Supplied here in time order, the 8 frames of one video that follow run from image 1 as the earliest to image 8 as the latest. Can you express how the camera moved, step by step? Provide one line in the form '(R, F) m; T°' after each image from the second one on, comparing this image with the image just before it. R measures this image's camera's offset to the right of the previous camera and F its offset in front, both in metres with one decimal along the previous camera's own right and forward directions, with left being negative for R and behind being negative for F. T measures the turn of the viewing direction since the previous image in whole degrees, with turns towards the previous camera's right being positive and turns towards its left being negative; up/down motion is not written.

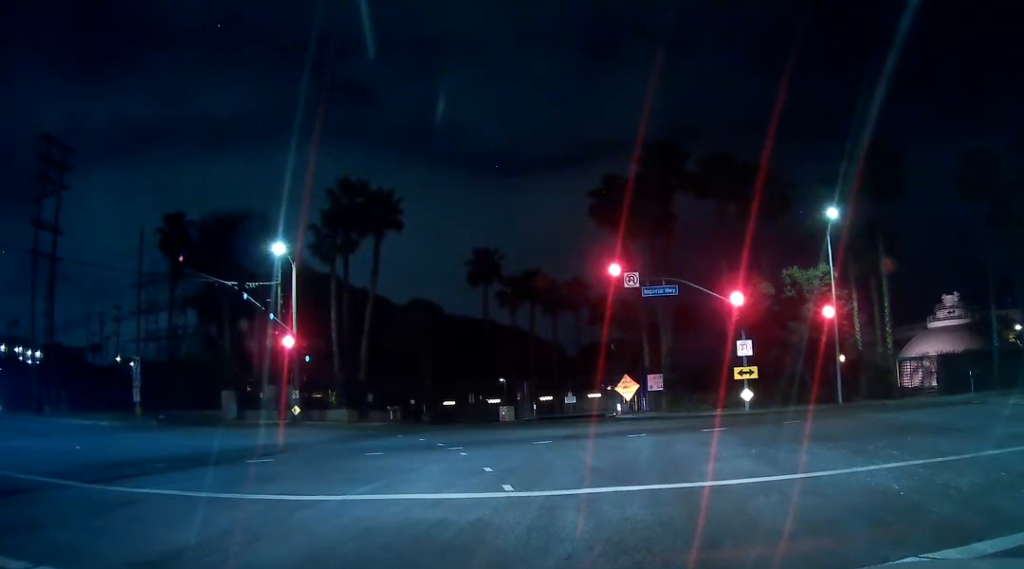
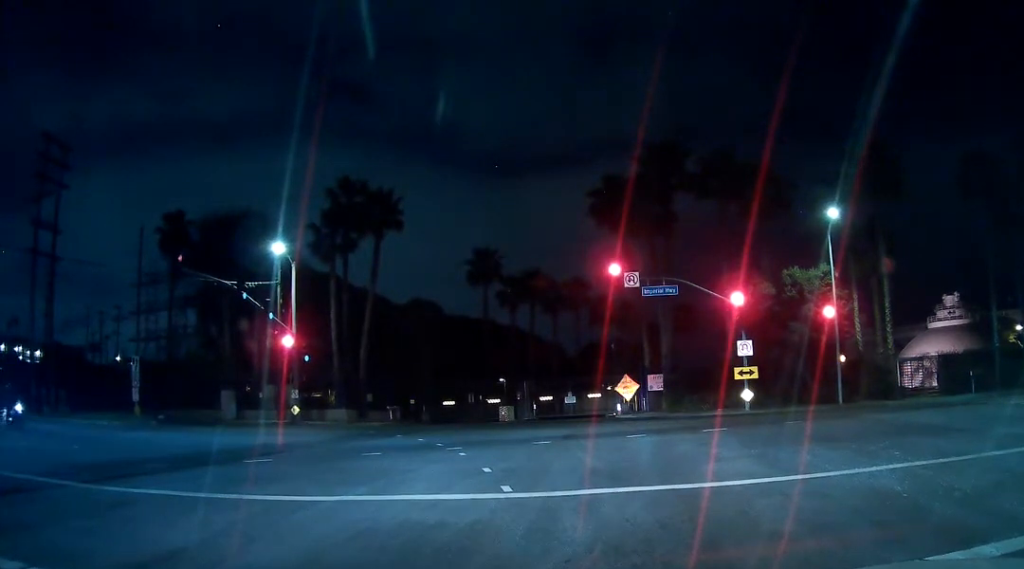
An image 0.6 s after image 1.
(0.0, 0.0) m; 0°
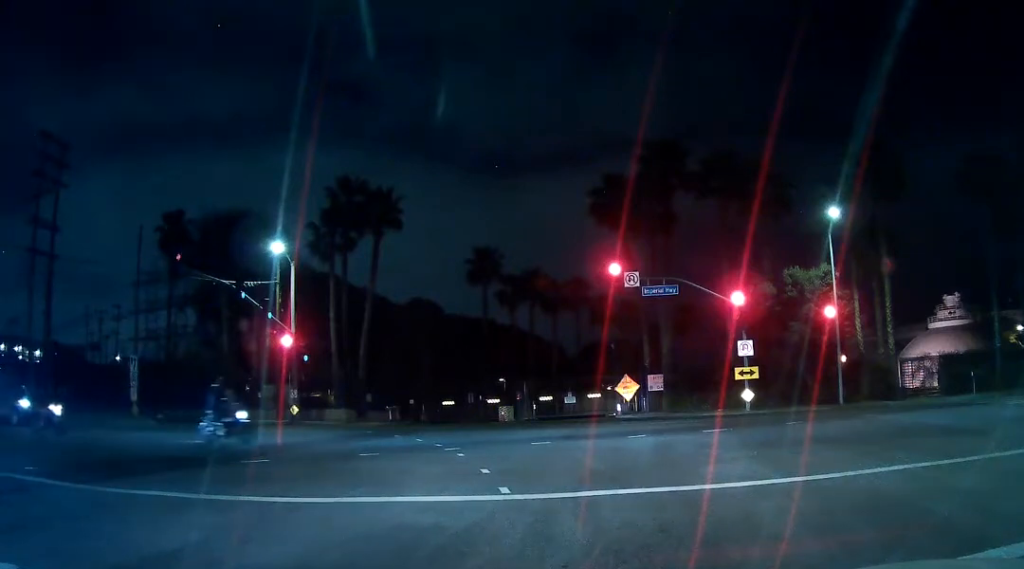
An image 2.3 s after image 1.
(0.0, 0.0) m; 0°
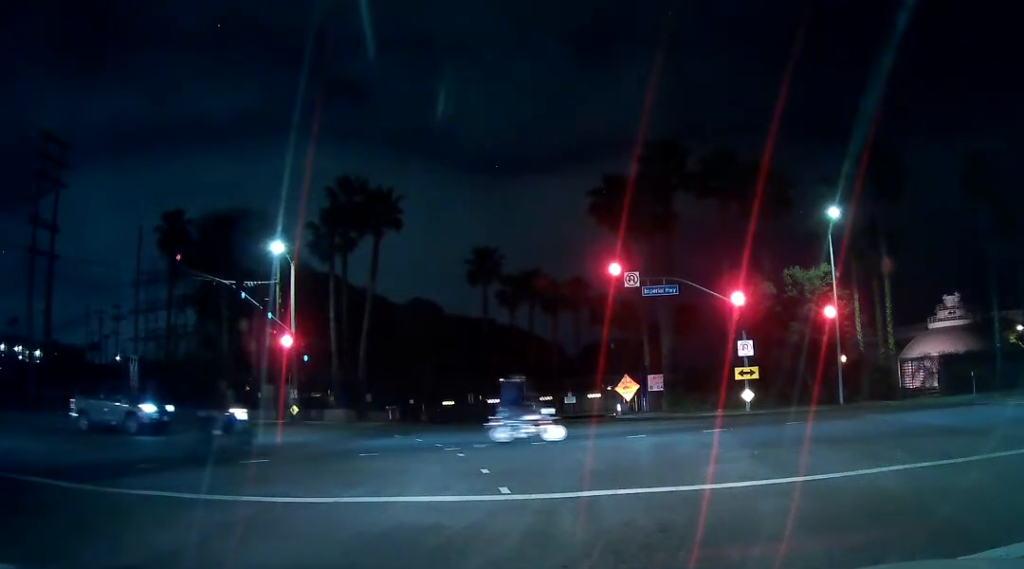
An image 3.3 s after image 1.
(0.0, 0.0) m; 0°
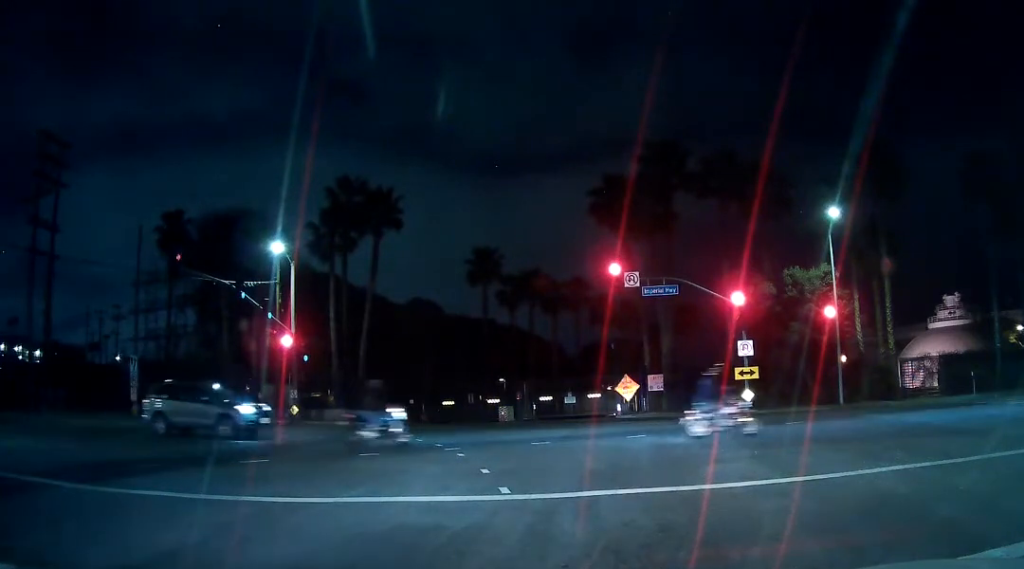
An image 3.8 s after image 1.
(0.0, 0.0) m; 0°
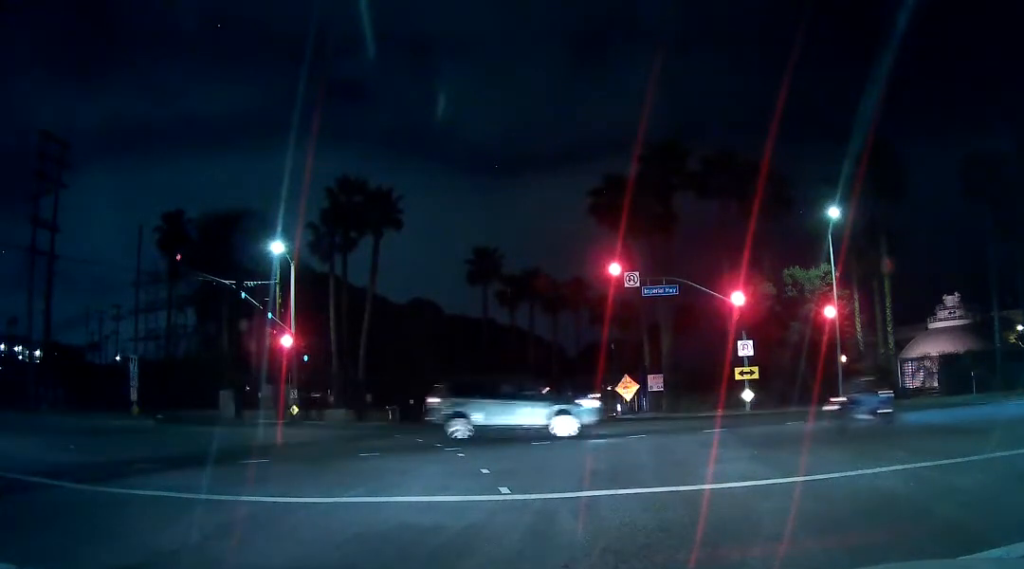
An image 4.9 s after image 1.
(0.0, 0.0) m; 0°
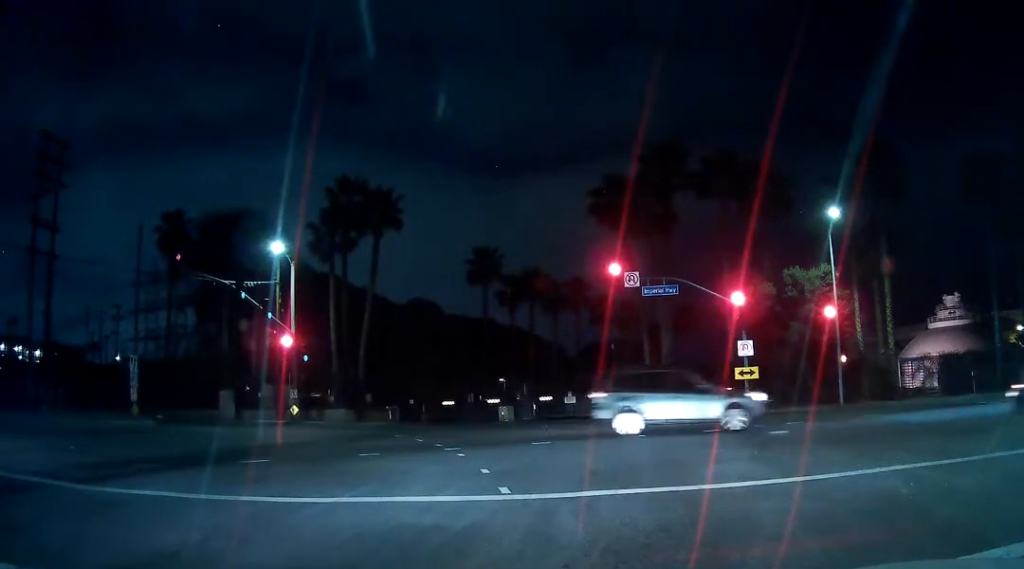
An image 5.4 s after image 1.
(0.0, 0.0) m; 0°
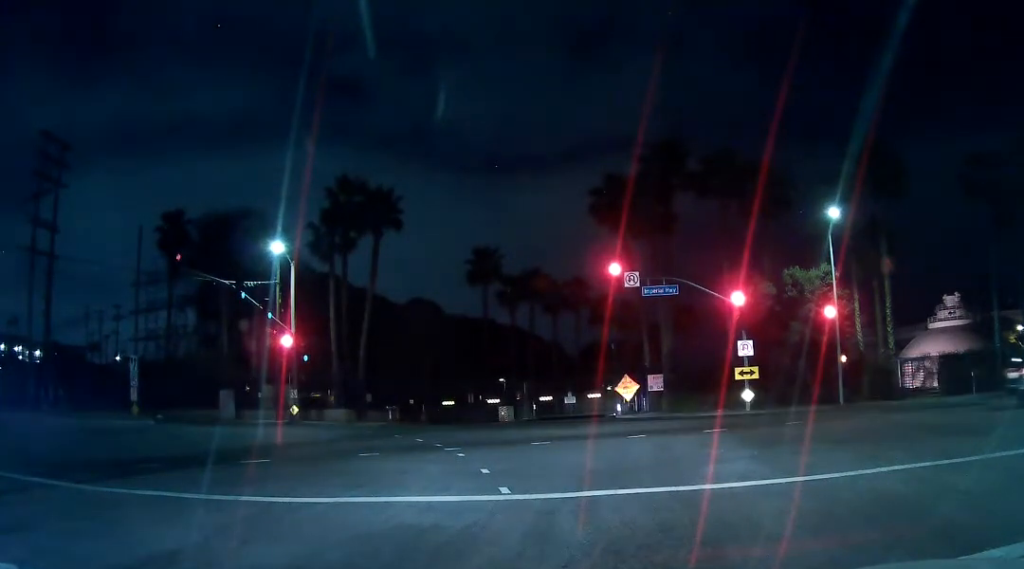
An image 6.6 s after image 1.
(0.0, 0.0) m; 0°
